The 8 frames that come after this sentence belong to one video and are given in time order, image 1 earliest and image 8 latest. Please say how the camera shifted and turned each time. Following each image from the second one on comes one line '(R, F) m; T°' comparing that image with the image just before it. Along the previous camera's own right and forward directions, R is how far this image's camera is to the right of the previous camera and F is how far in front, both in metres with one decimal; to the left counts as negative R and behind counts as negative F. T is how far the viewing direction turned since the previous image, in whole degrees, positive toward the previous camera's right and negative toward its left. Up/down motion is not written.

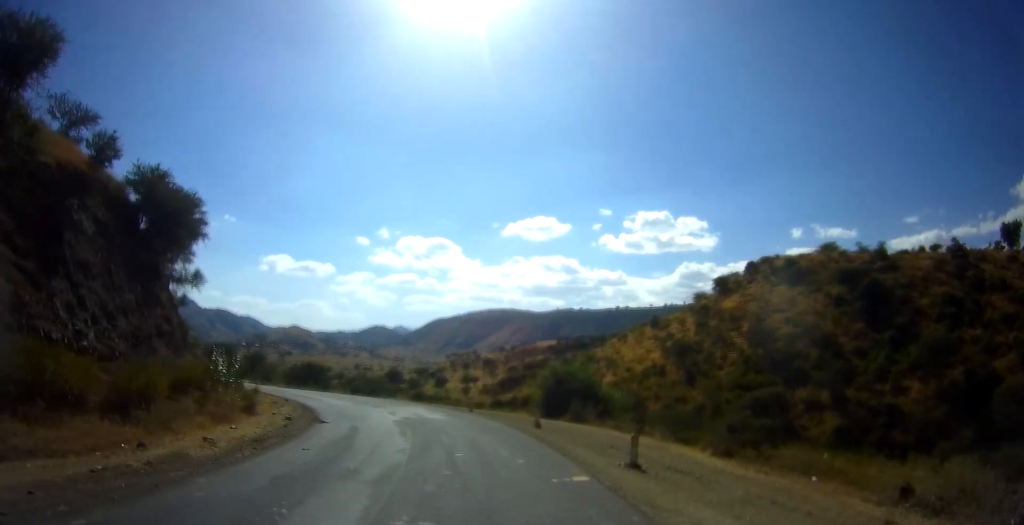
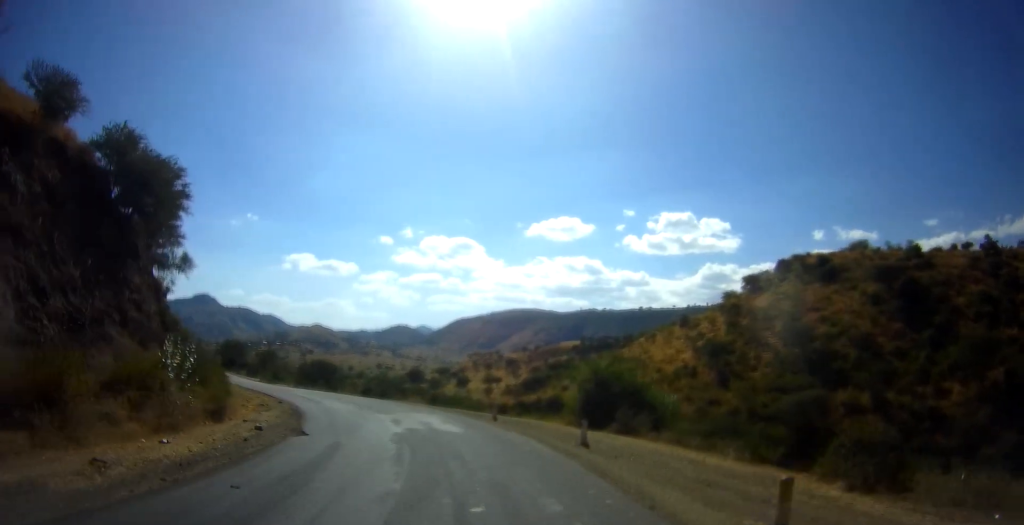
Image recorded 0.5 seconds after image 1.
(-0.2, +5.9) m; -2°
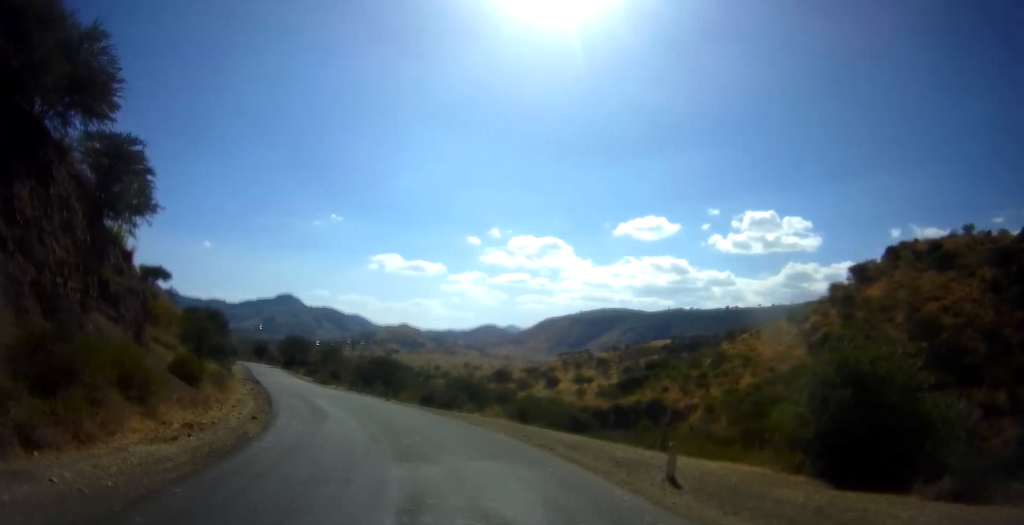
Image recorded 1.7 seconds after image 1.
(-0.5, +16.2) m; -9°
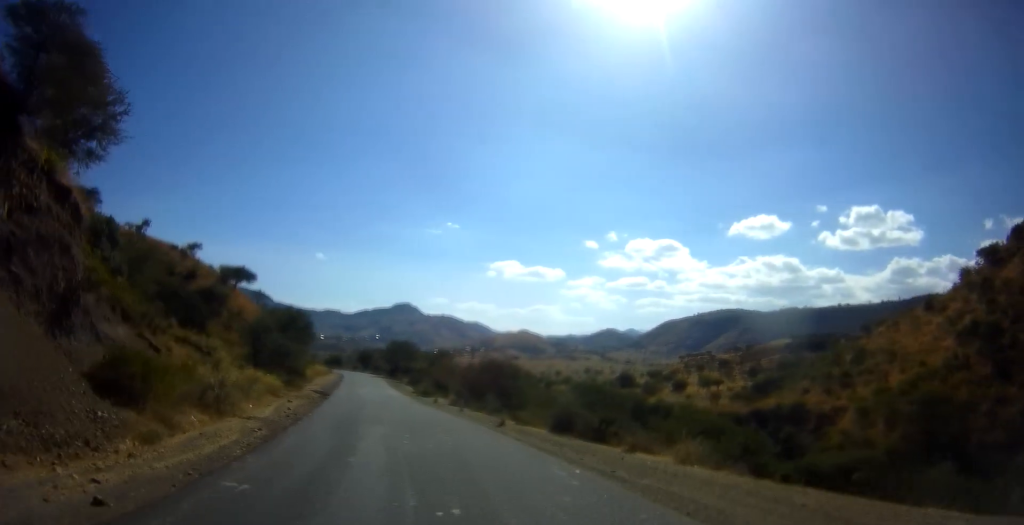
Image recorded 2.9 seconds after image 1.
(-1.8, +14.8) m; -9°
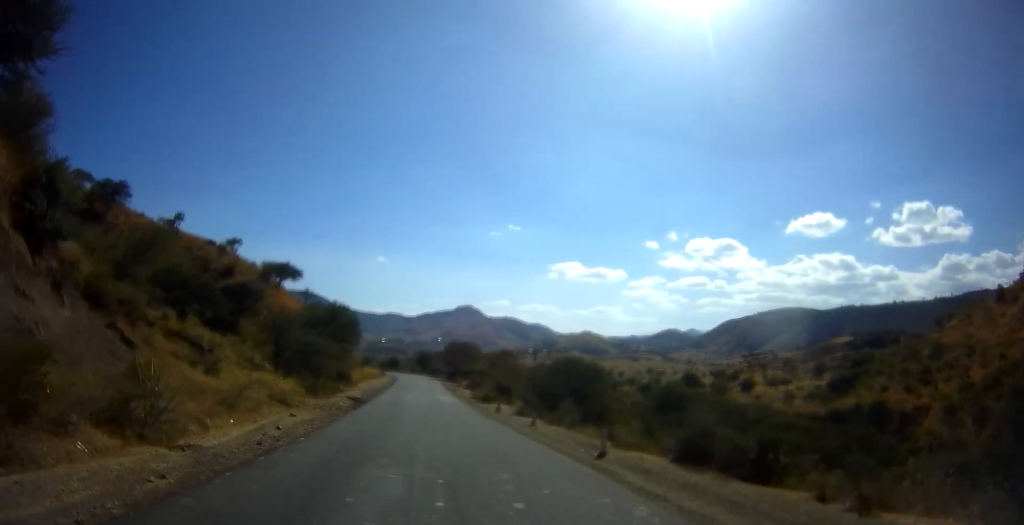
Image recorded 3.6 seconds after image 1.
(0.0, +9.0) m; -4°
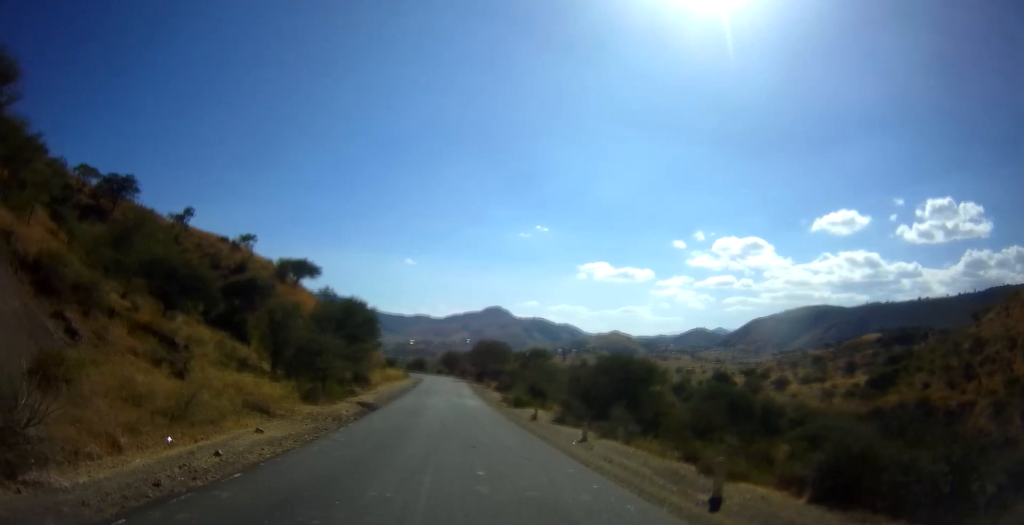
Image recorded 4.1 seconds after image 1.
(-0.4, +6.4) m; -2°
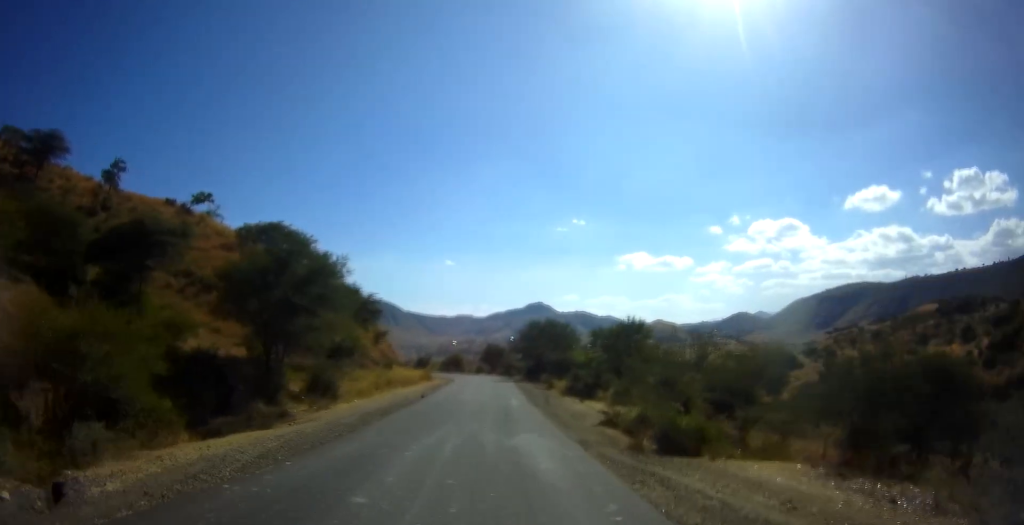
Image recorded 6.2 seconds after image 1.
(-2.1, +31.7) m; -5°
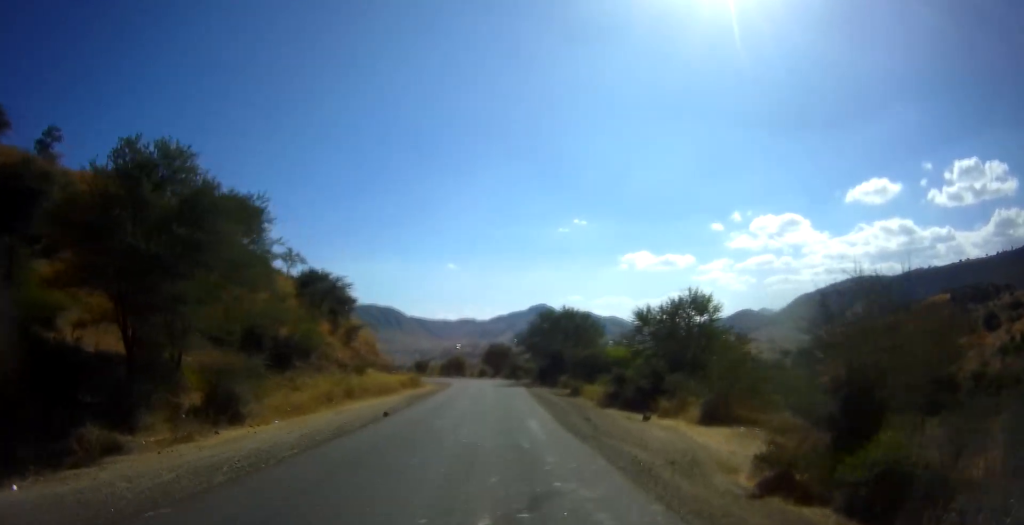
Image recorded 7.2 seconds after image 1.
(+0.2, +14.7) m; 0°
